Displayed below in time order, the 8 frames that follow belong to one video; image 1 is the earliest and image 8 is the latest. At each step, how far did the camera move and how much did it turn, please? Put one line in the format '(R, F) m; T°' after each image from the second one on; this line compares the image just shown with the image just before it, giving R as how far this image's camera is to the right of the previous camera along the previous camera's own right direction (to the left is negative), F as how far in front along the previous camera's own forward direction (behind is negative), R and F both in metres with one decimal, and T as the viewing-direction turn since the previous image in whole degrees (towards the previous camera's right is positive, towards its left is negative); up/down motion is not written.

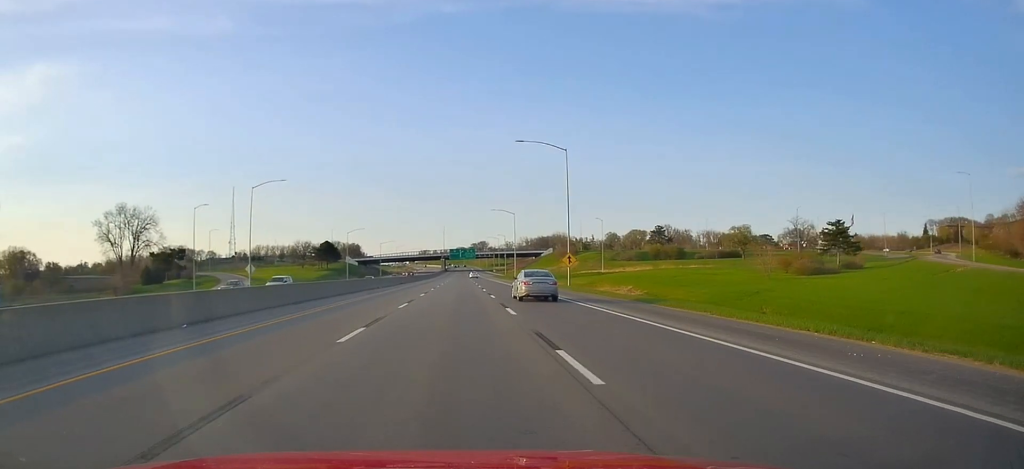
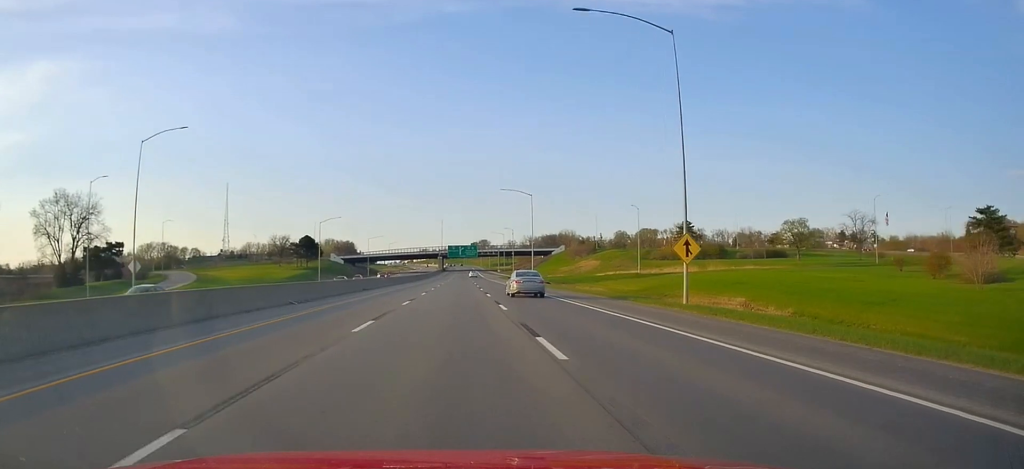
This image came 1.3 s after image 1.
(+0.3, +34.3) m; +1°
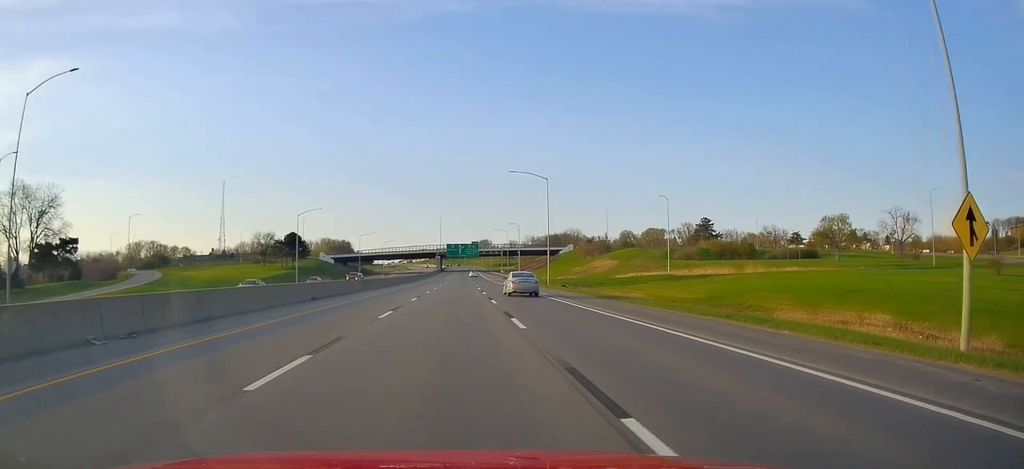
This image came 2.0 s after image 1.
(+0.2, +19.3) m; +1°
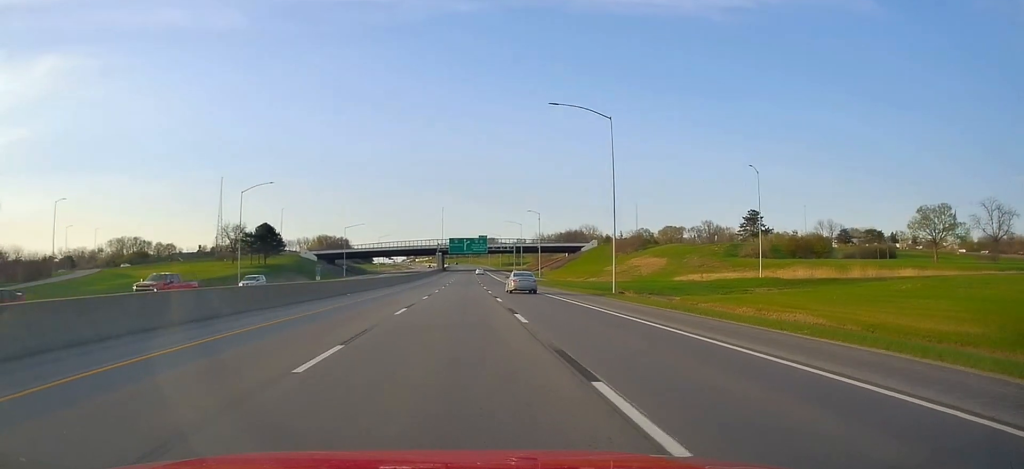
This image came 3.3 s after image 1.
(-0.2, +34.3) m; -2°
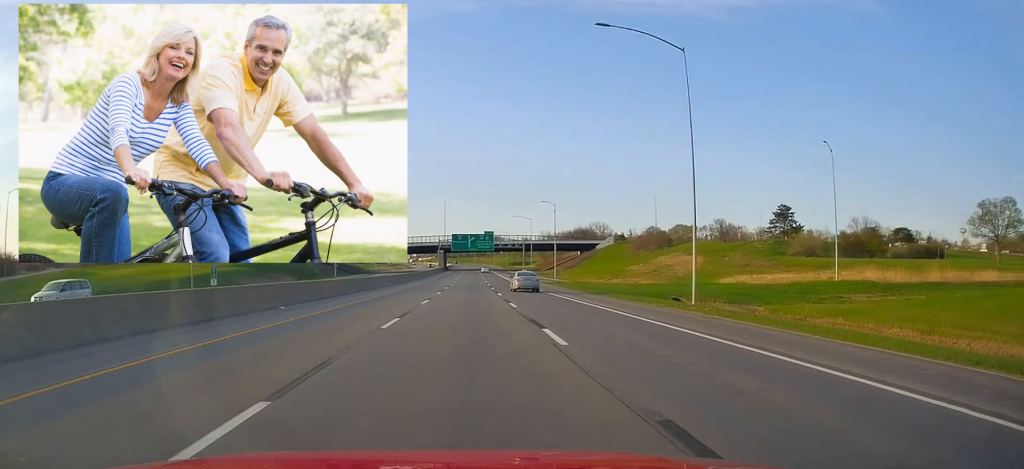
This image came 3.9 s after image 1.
(-0.3, +17.3) m; -1°
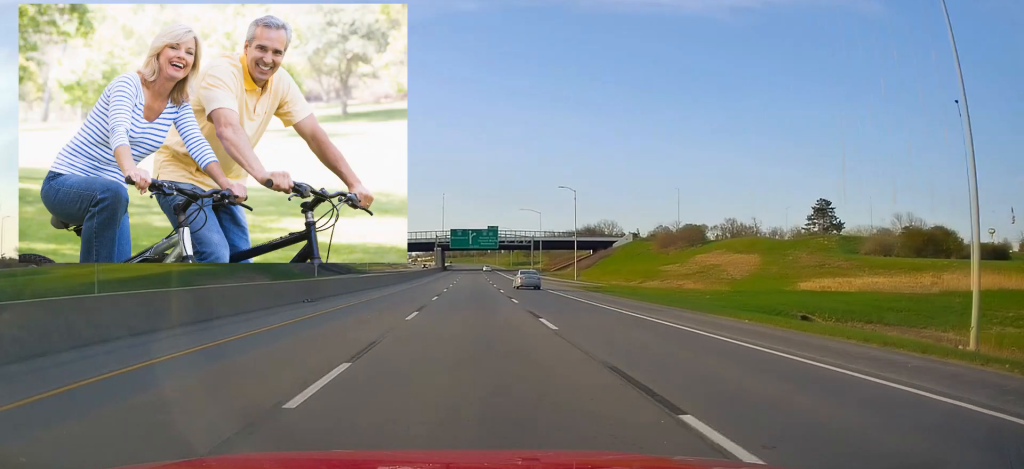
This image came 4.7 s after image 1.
(0.0, +20.8) m; 0°
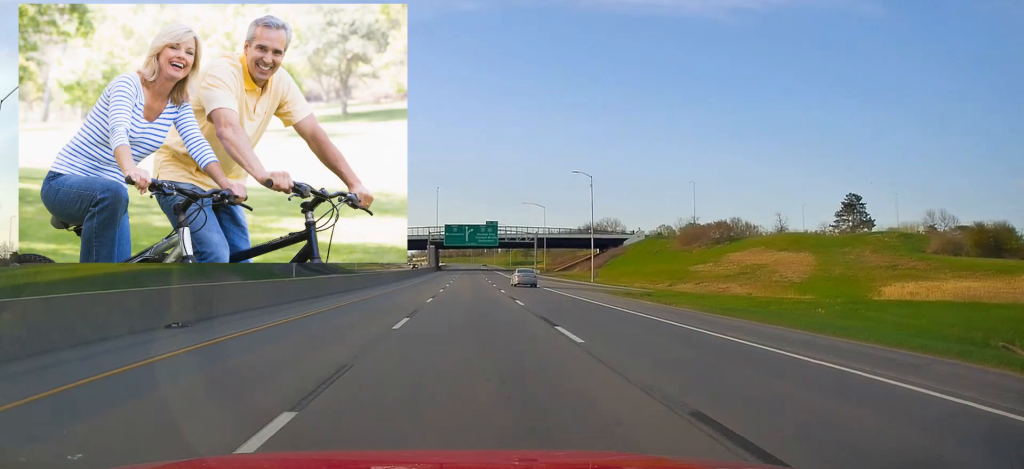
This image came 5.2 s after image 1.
(0.0, +15.3) m; 0°
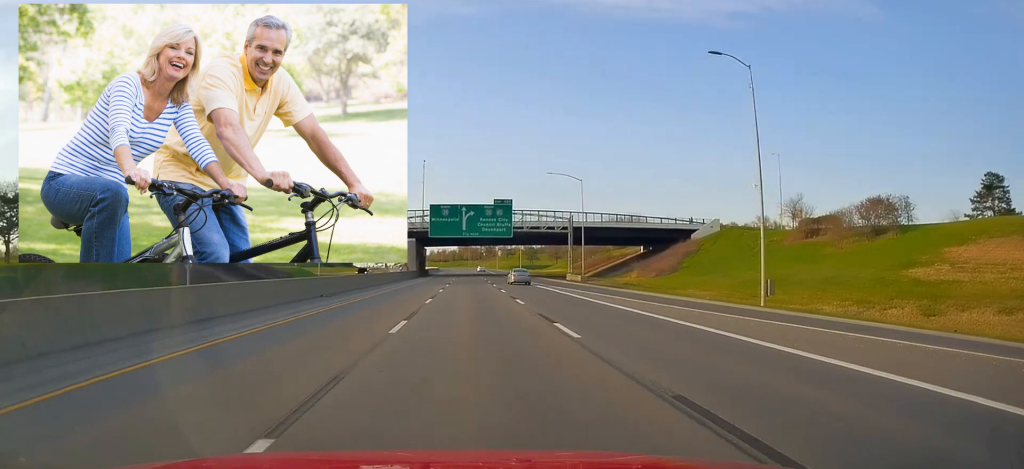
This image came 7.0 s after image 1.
(+0.3, +47.3) m; 0°
